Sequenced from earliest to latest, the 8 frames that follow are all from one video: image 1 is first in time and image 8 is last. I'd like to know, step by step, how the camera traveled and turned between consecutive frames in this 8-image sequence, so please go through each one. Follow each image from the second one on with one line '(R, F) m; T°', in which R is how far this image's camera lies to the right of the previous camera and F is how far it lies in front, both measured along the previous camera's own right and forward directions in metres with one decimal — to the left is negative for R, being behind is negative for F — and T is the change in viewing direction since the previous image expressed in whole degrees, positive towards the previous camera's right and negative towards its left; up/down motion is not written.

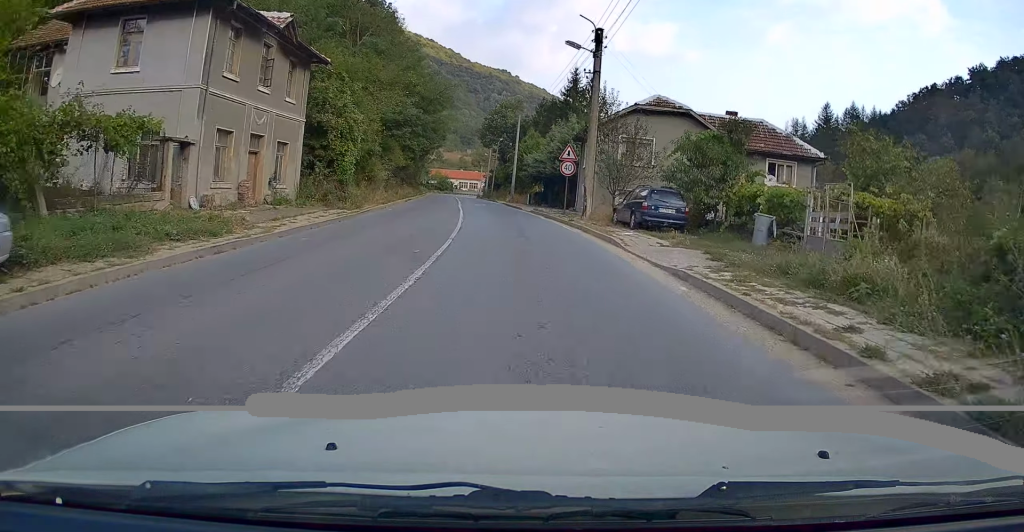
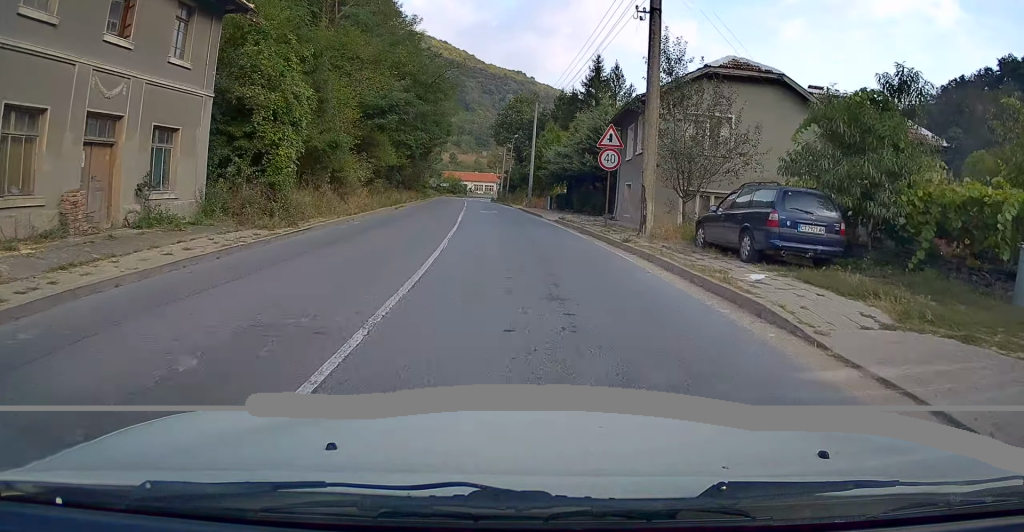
(-0.2, +9.5) m; -2°
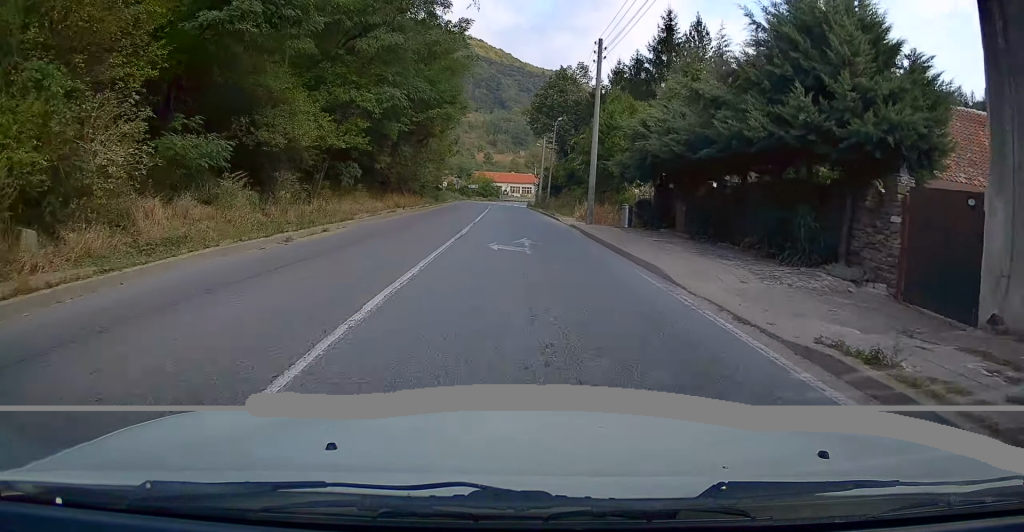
(-0.6, +21.6) m; -3°
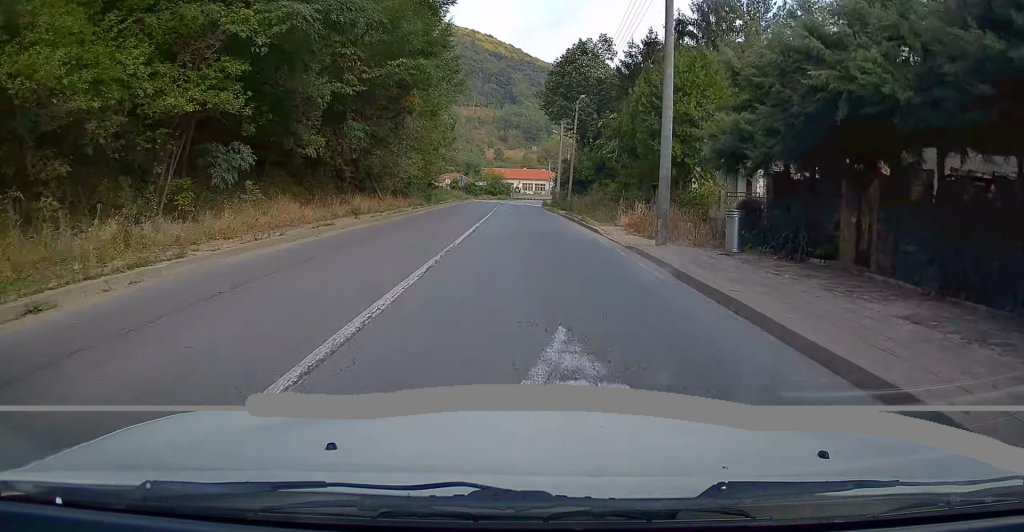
(-0.1, +12.1) m; -1°
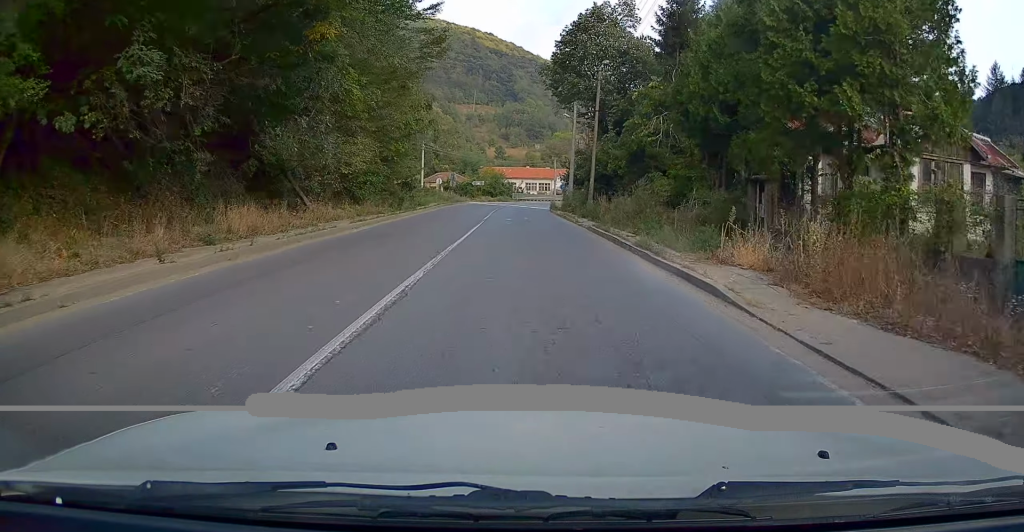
(-0.1, +12.6) m; 0°
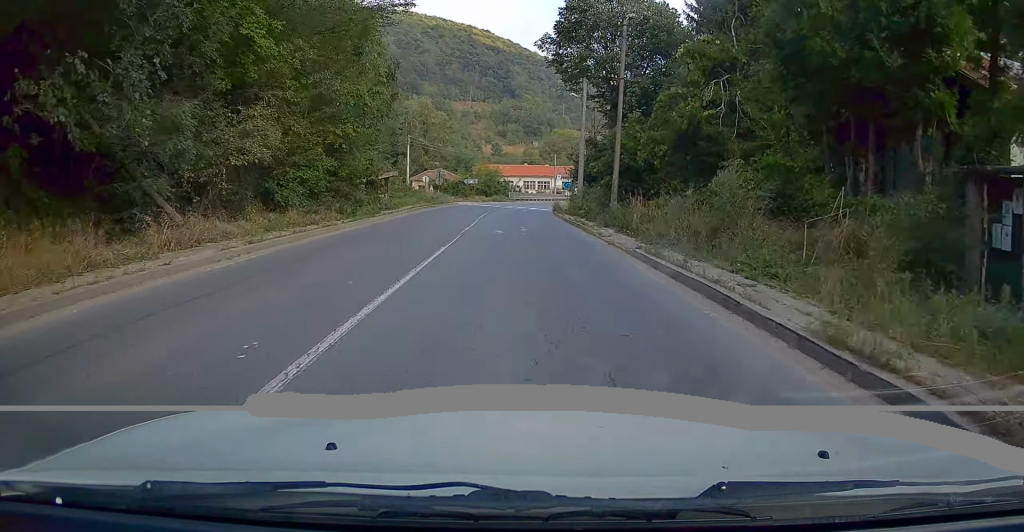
(+0.1, +9.2) m; 0°
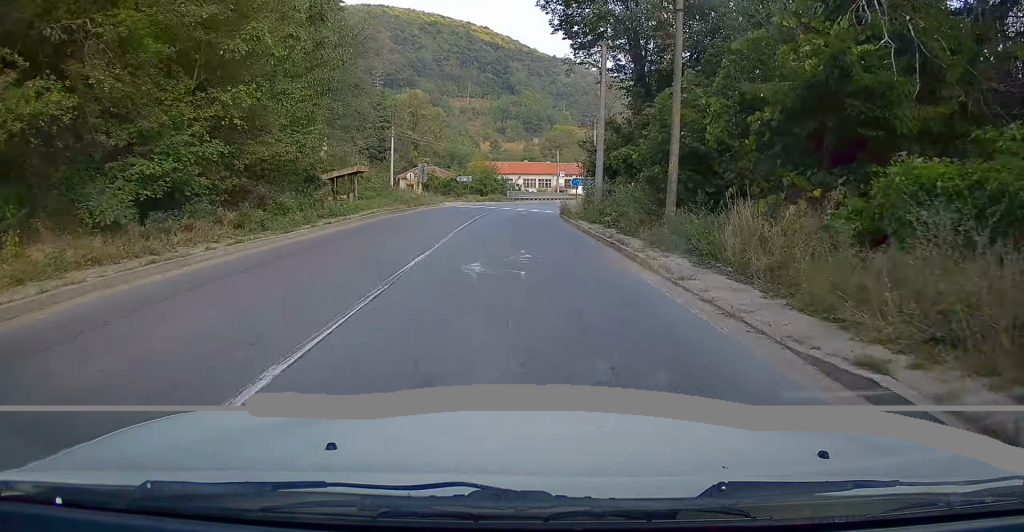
(-0.1, +9.2) m; -1°
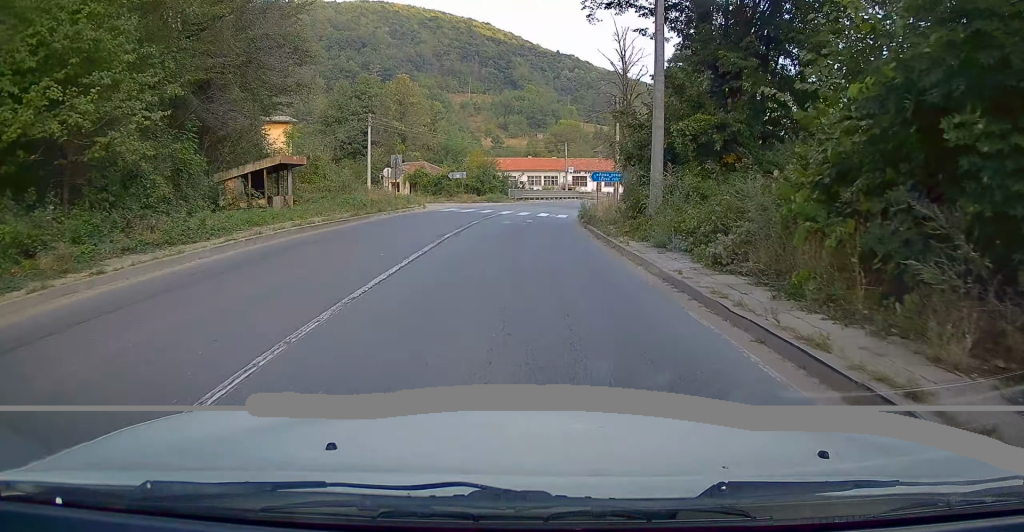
(-0.2, +11.5) m; -1°
